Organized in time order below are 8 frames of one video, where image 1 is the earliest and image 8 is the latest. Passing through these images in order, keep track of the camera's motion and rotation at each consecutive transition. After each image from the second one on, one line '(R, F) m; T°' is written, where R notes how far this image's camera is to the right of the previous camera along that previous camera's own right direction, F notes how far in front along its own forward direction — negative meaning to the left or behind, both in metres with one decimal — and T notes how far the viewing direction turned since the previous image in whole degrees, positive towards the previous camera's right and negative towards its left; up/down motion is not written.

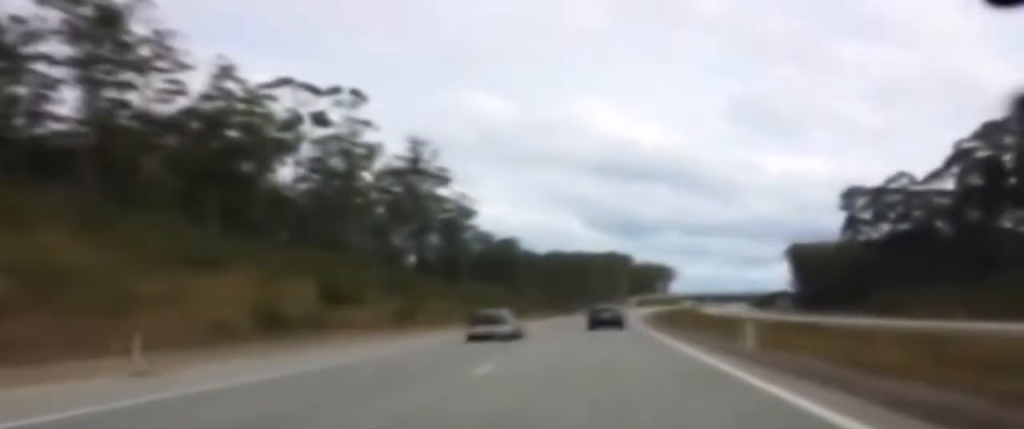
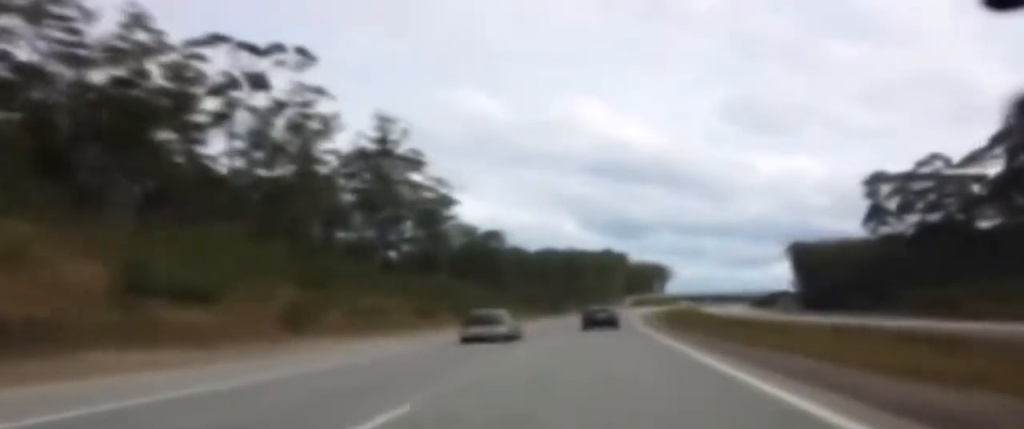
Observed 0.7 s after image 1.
(0.0, +20.6) m; 0°
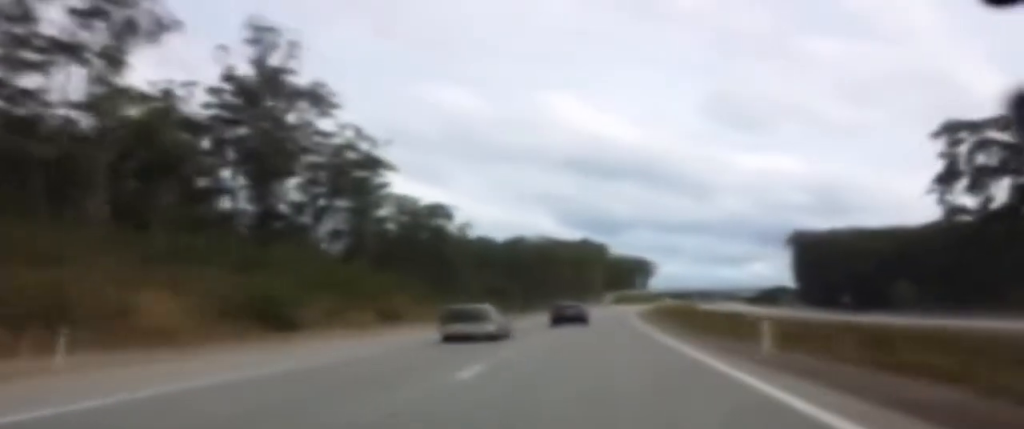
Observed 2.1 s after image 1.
(+0.6, +43.2) m; +1°
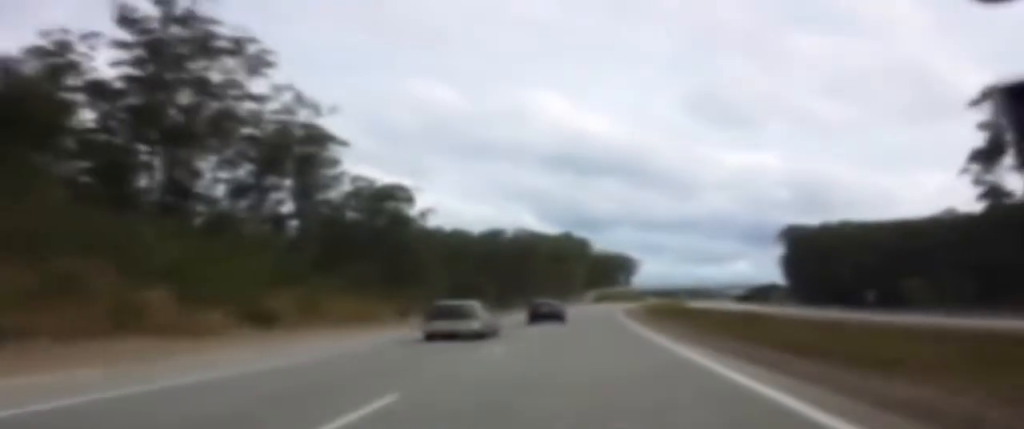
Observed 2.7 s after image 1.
(+0.1, +18.5) m; 0°
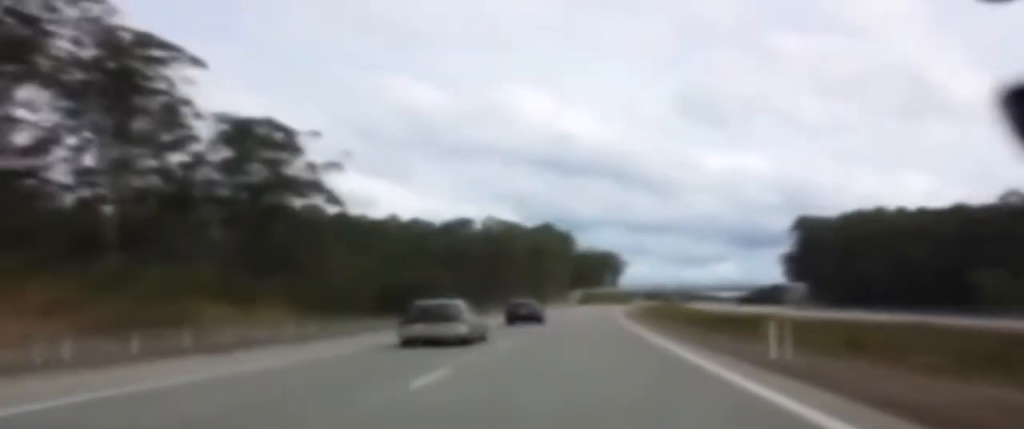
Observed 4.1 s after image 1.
(+0.3, +44.8) m; +1°
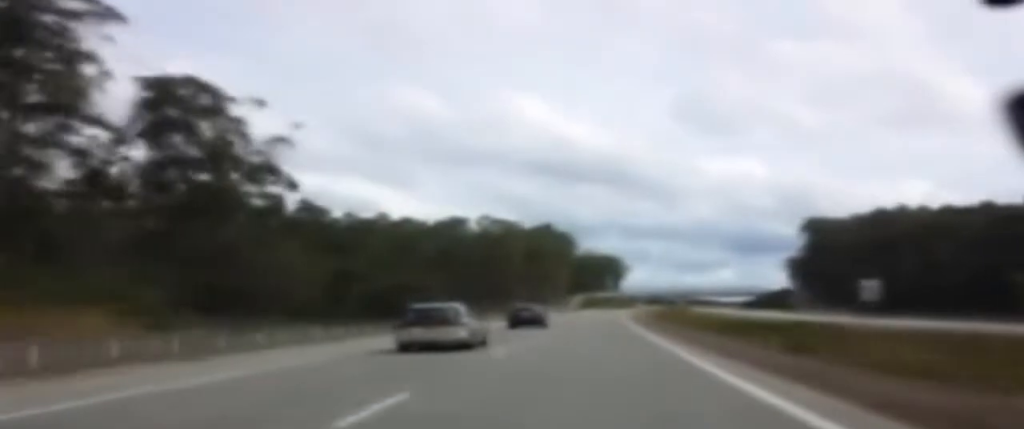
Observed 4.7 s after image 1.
(+0.1, +16.2) m; +1°
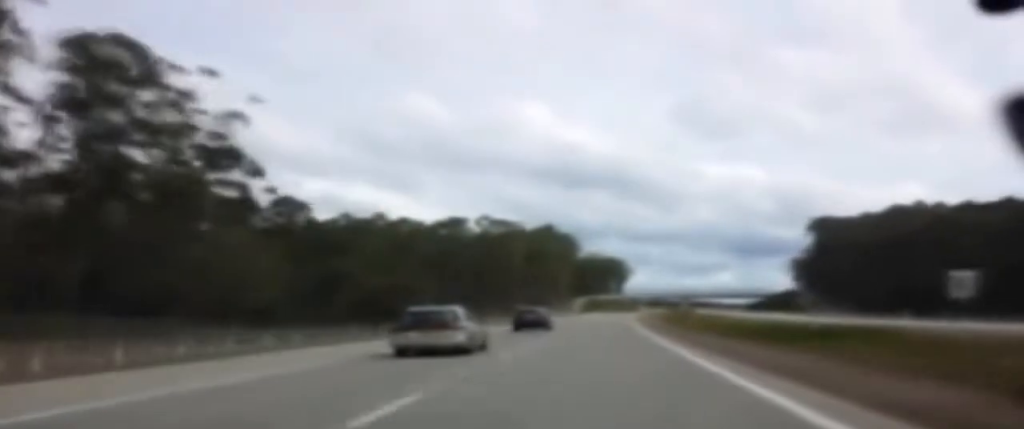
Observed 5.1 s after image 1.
(0.0, +12.1) m; 0°
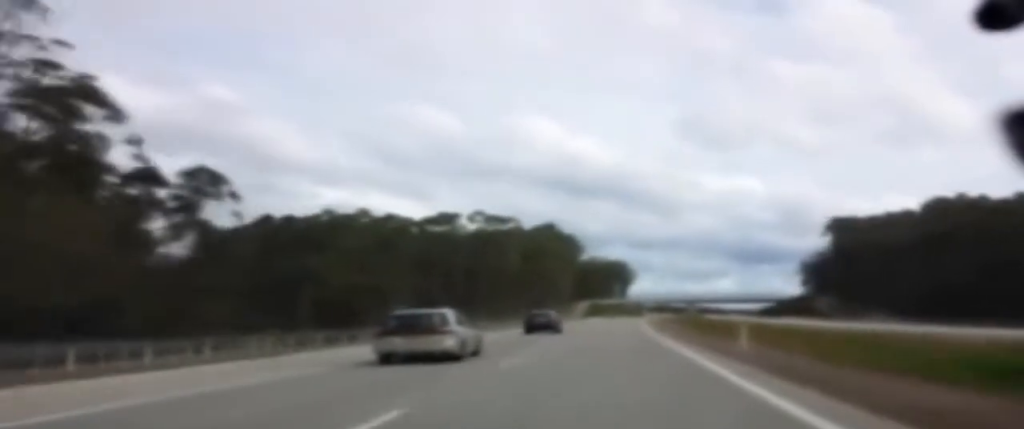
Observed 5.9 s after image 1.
(+0.2, +26.2) m; +1°
